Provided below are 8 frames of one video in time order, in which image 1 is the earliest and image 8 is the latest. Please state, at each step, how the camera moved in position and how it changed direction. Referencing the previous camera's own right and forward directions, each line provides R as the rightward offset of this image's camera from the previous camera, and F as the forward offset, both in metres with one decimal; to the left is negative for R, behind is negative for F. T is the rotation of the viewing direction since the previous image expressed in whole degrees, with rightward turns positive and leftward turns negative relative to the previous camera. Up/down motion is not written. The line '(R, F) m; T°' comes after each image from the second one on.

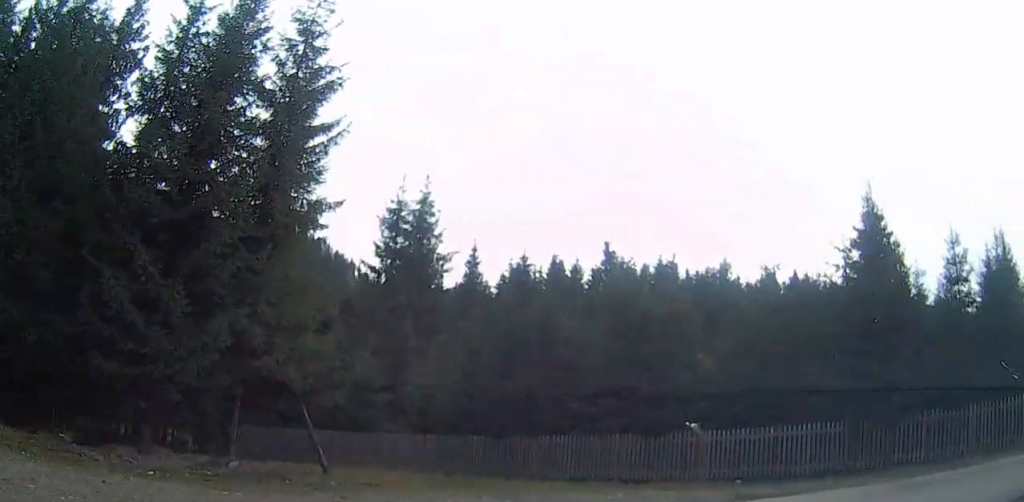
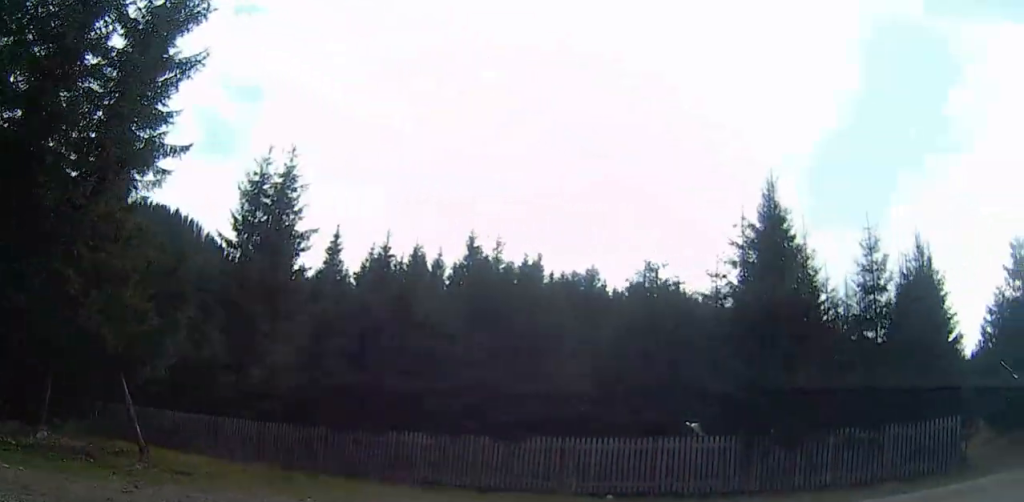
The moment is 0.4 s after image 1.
(-0.1, +2.5) m; +13°
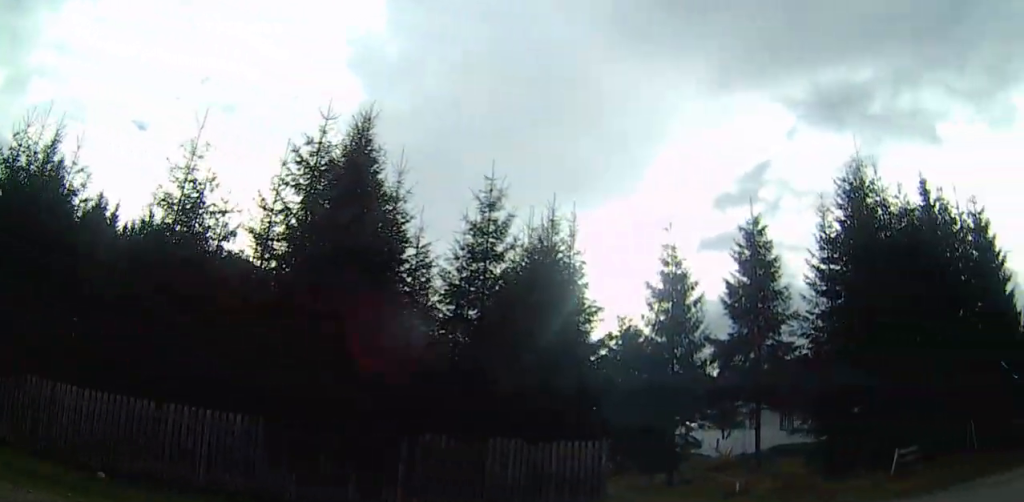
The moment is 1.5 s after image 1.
(+2.1, +6.4) m; +34°
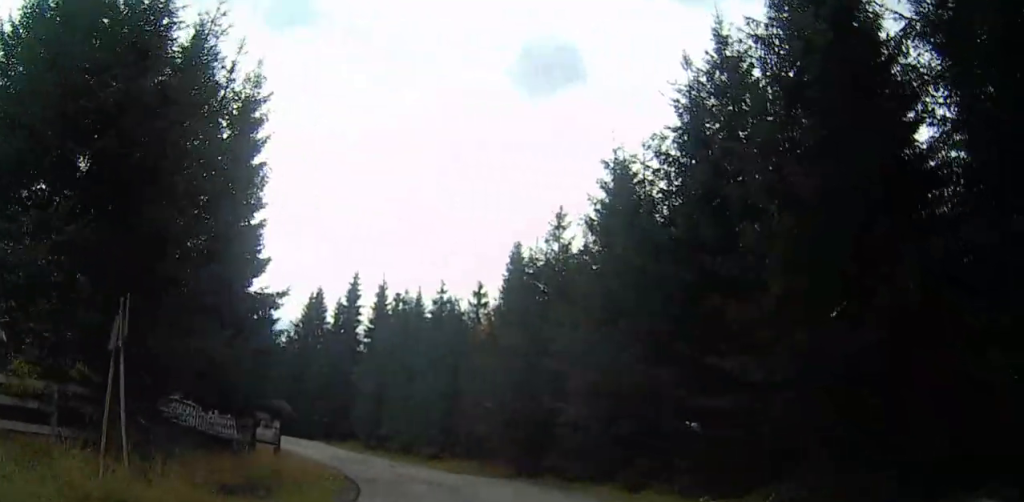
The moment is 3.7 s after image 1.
(+7.7, +10.9) m; +68°
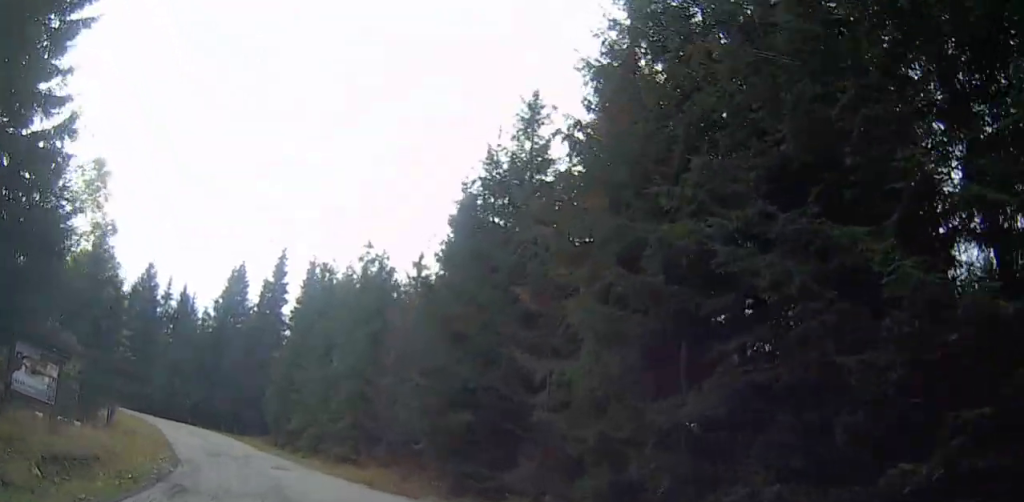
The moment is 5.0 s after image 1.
(+2.4, +12.1) m; +9°
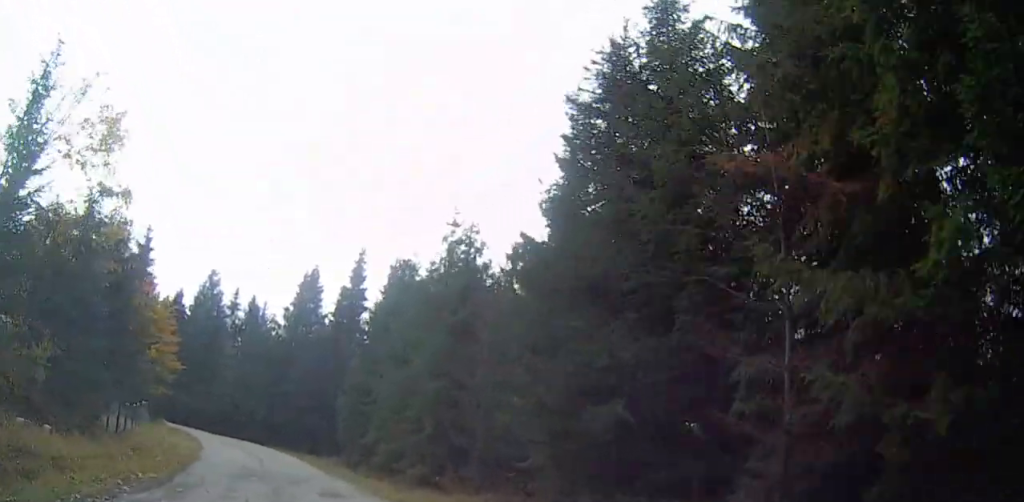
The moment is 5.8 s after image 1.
(-0.1, +7.8) m; -5°
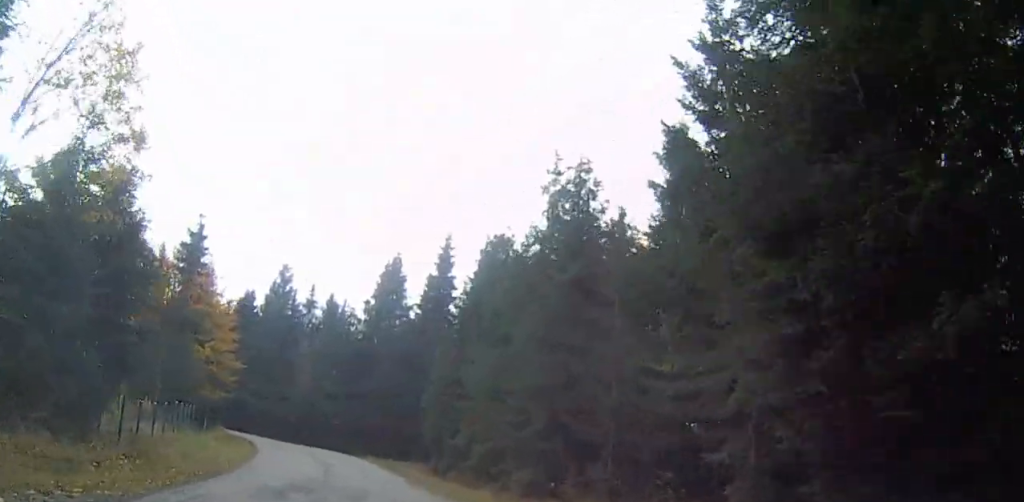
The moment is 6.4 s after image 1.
(-0.2, +6.6) m; -7°
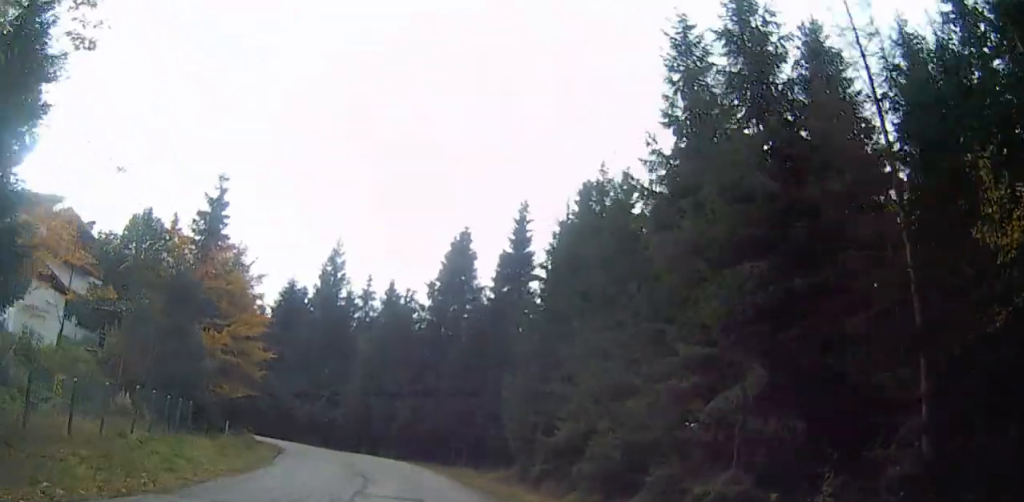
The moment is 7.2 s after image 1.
(-1.1, +9.5) m; -7°
